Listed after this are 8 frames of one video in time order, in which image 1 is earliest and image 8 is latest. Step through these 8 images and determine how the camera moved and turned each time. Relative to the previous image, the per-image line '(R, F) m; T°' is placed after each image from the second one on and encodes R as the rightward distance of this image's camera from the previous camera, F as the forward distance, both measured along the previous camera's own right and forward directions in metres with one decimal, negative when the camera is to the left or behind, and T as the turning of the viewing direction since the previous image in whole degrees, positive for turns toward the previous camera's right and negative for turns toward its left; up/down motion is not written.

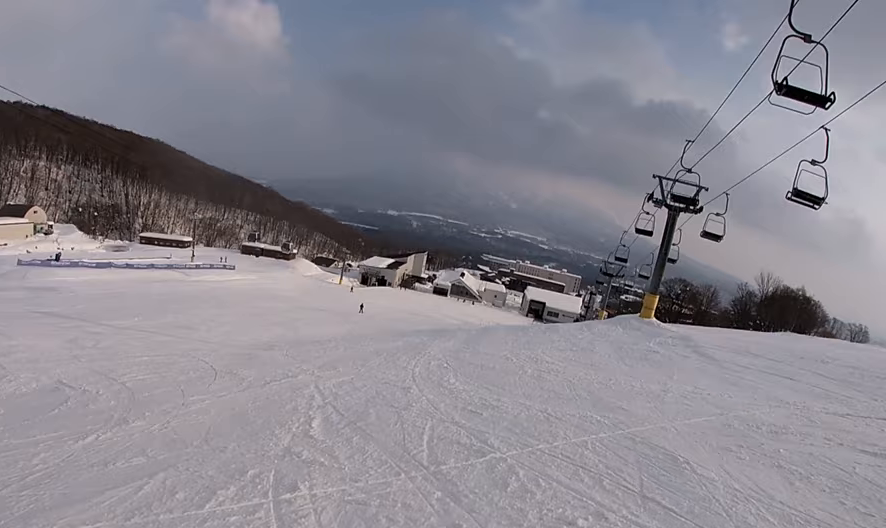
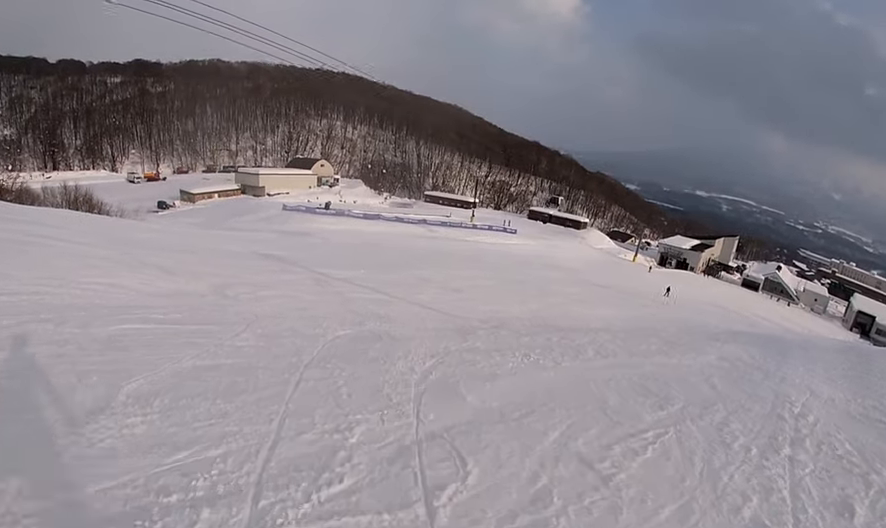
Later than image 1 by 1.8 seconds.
(-5.0, +10.7) m; -49°
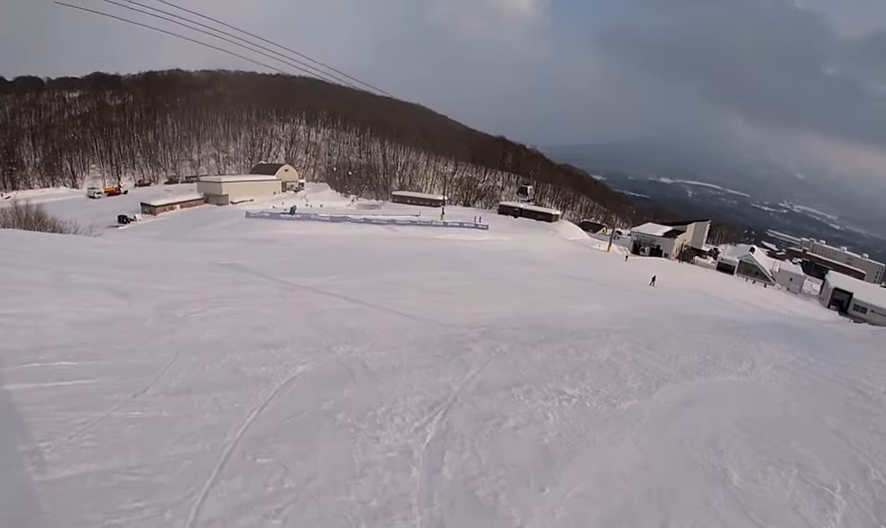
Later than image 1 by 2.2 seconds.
(-0.2, +3.0) m; -8°
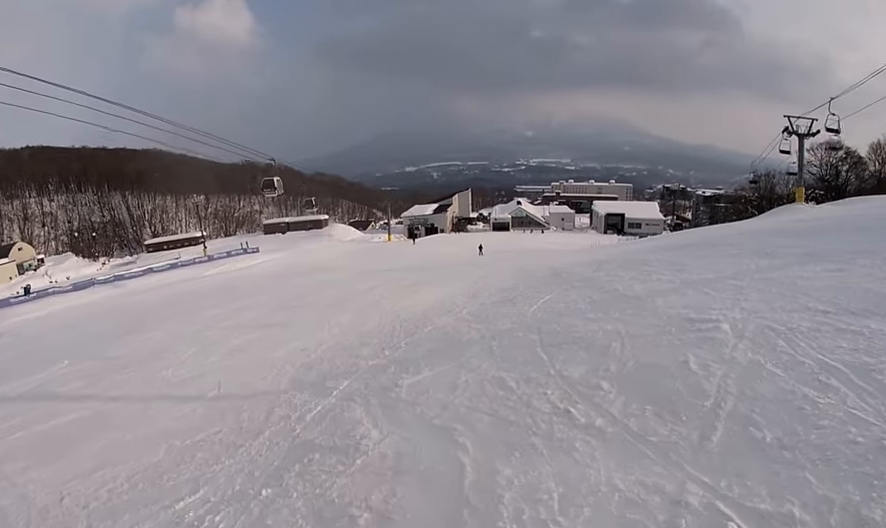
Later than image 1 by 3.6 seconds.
(0.0, +11.4) m; +12°
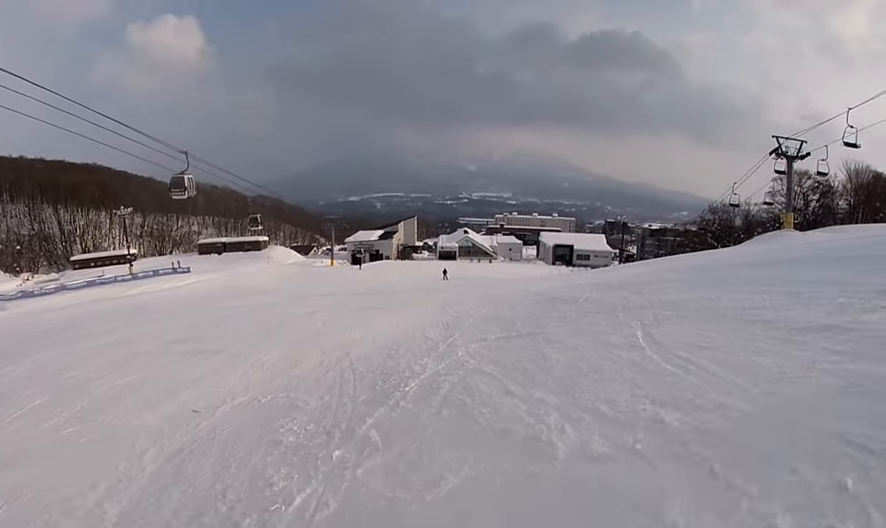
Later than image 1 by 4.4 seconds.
(+0.9, +6.9) m; +11°
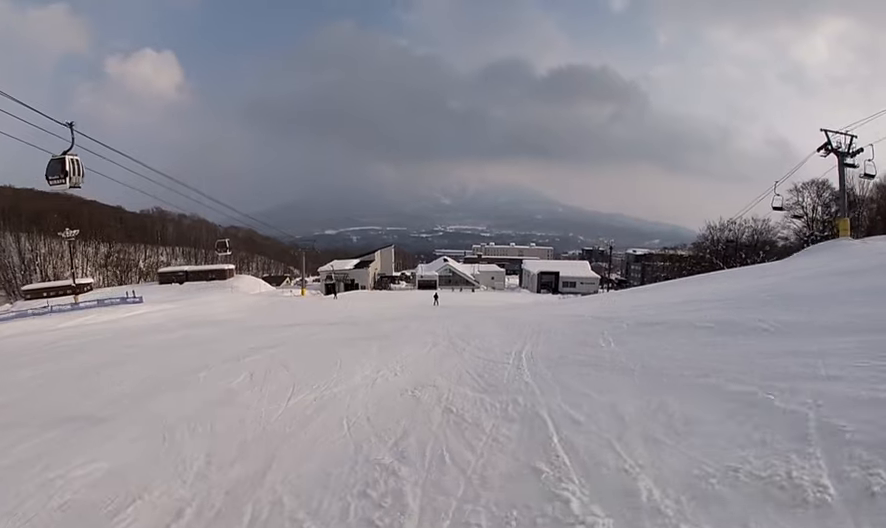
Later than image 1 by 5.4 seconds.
(+0.8, +9.9) m; +4°
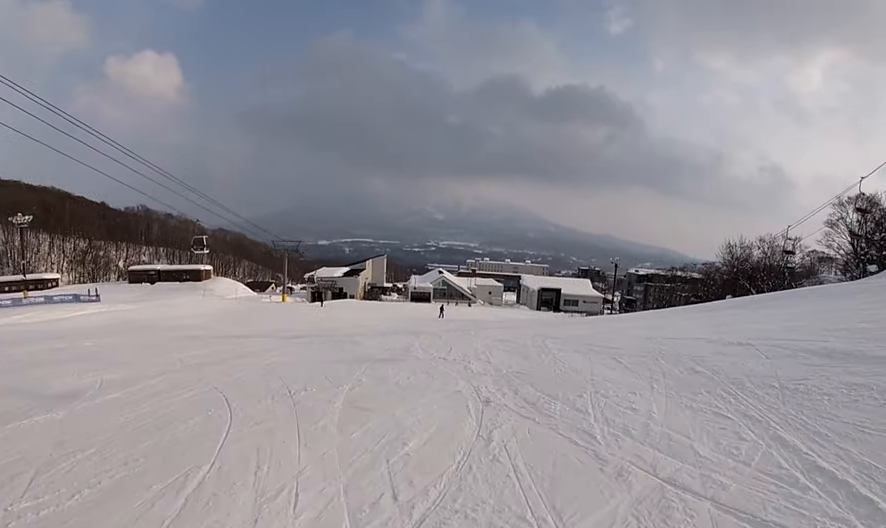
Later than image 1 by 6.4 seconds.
(-0.1, +9.9) m; +3°
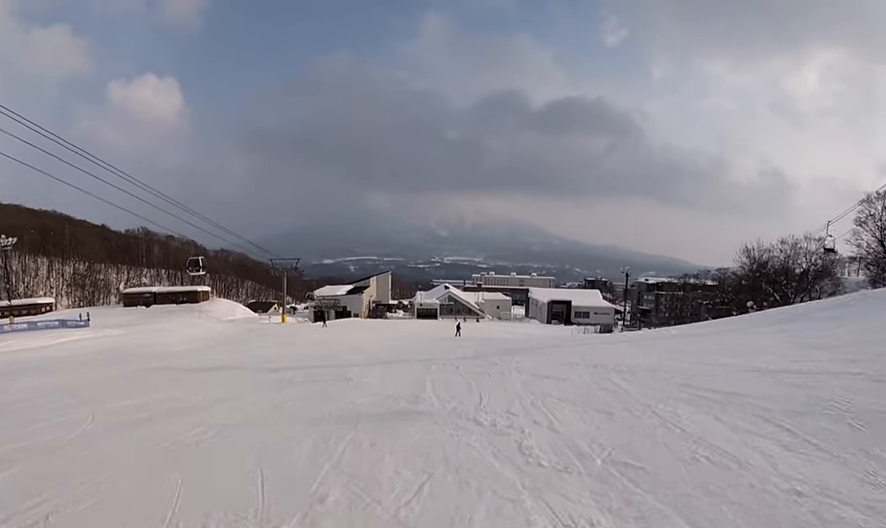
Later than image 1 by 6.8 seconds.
(-0.1, +4.5) m; +4°
